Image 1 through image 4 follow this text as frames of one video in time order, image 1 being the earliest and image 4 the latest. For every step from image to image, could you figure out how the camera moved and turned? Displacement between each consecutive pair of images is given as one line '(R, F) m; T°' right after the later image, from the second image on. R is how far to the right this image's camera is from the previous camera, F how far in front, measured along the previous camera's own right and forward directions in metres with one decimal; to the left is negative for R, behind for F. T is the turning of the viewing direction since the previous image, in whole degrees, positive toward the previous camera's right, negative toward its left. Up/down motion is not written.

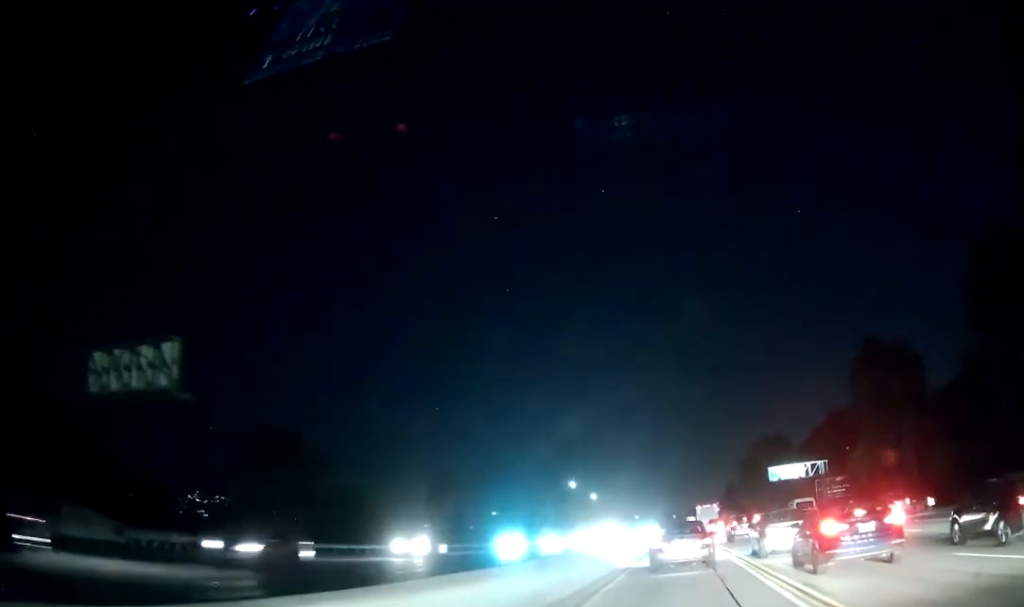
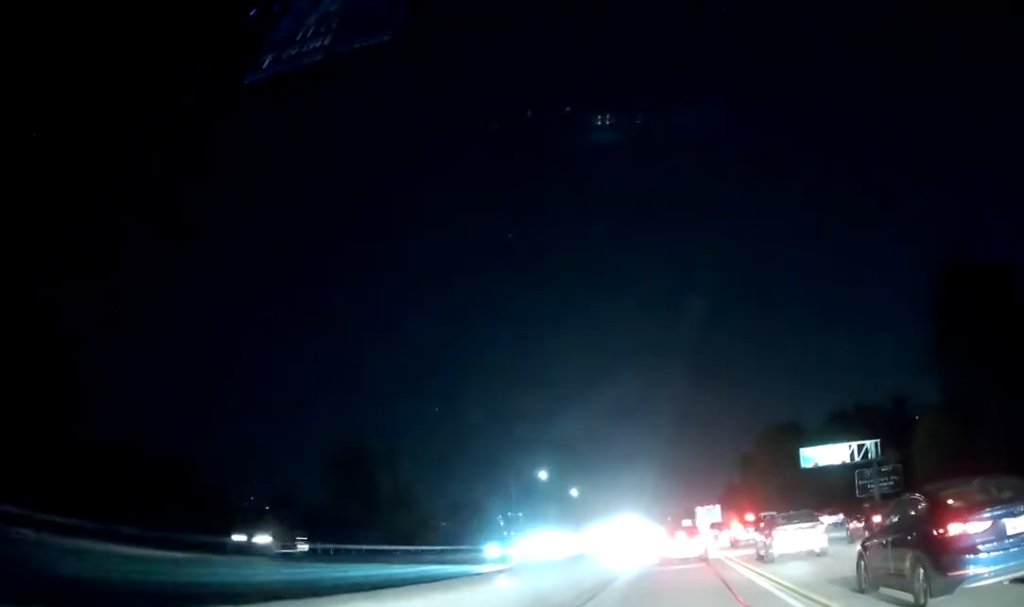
(+0.9, +27.9) m; +1°
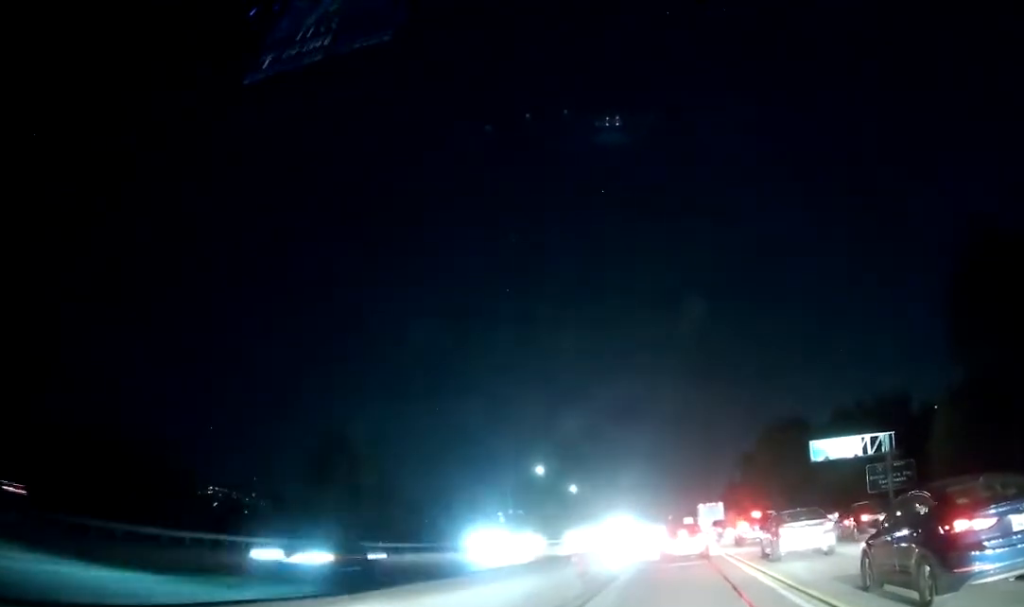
(0.0, +3.3) m; 0°
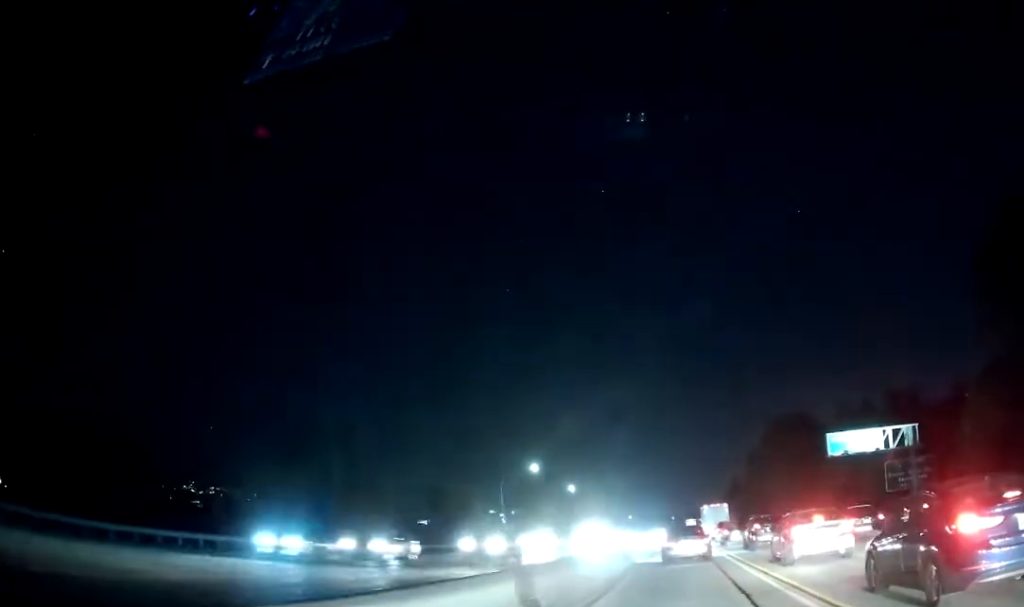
(-0.1, +4.2) m; +1°
